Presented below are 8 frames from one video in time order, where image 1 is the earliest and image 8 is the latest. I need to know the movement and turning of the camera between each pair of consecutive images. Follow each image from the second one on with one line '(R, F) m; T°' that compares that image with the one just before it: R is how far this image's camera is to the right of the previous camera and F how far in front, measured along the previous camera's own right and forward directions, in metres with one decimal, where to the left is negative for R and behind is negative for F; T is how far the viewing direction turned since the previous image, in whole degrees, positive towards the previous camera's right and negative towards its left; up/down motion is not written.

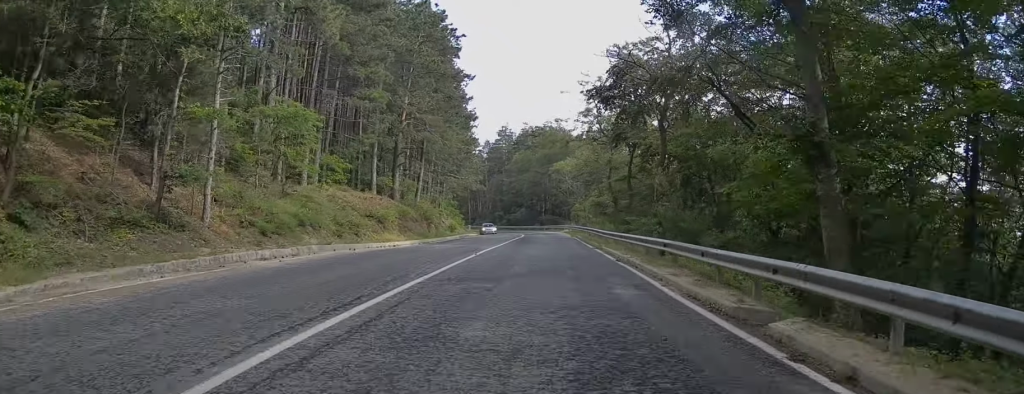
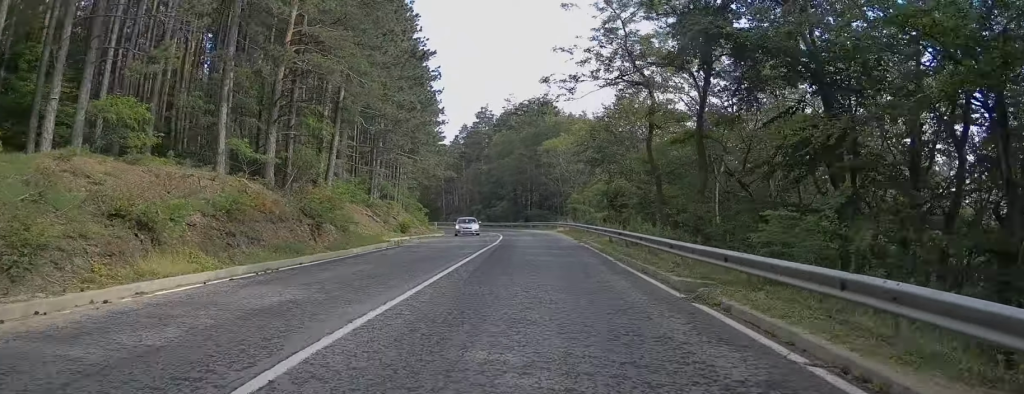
(+0.5, +18.0) m; +1°
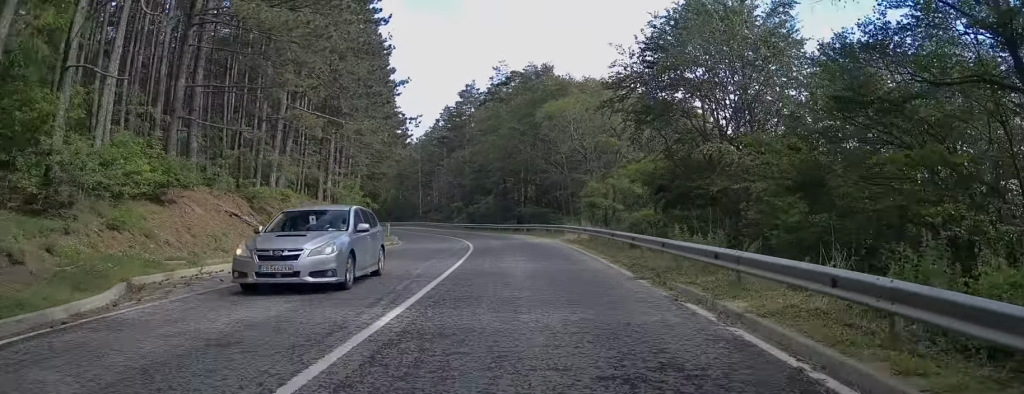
(-0.2, +20.6) m; -1°
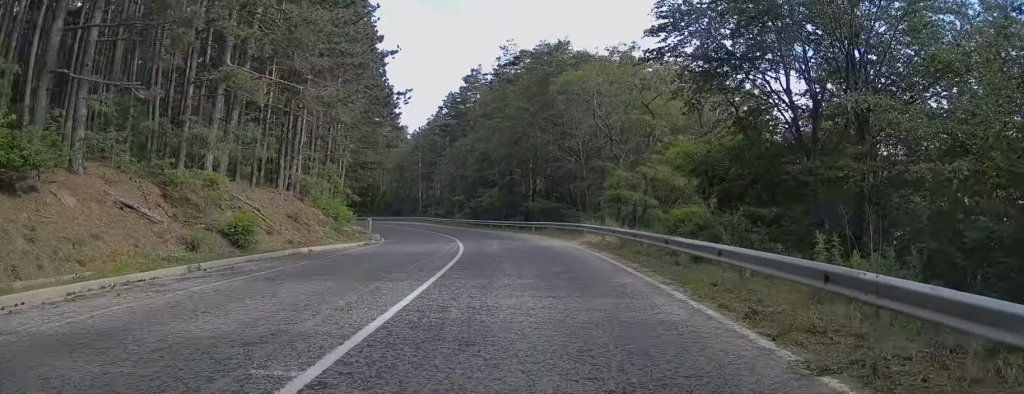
(+0.1, +7.8) m; -1°
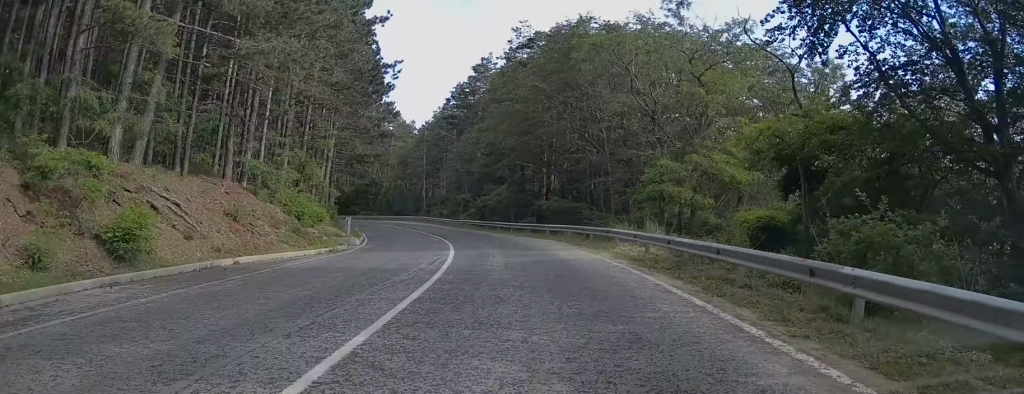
(0.0, +7.2) m; -1°
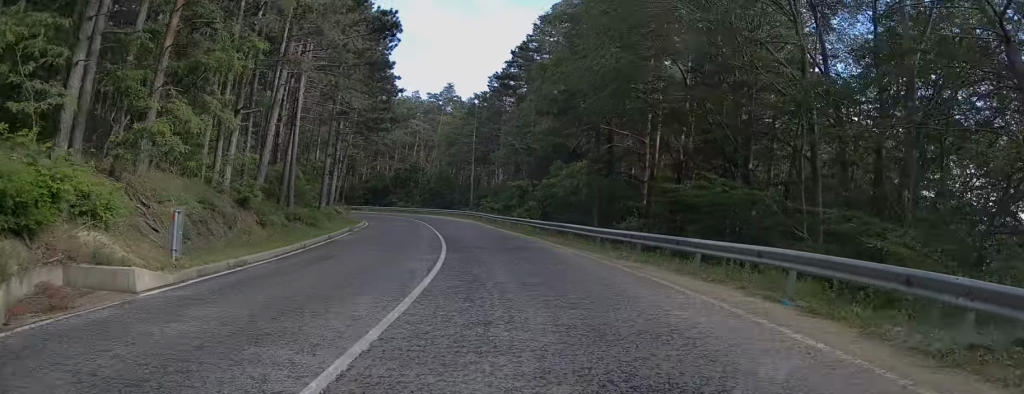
(-1.1, +20.9) m; -6°
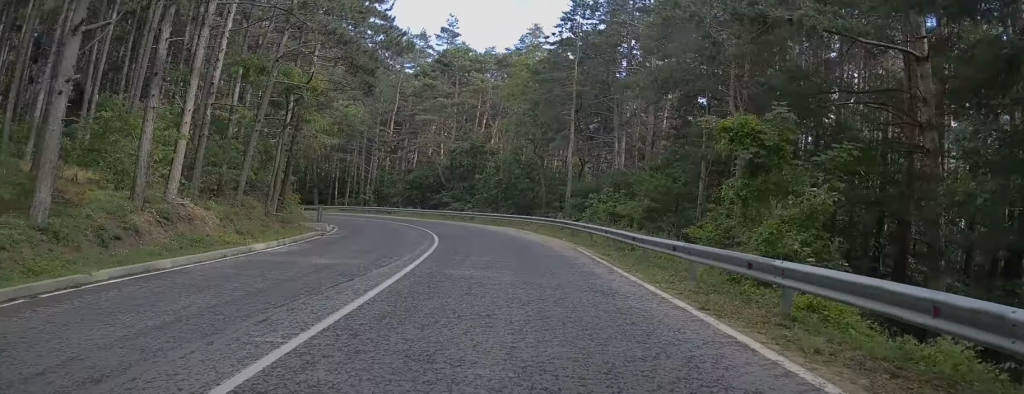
(-3.0, +33.4) m; -9°
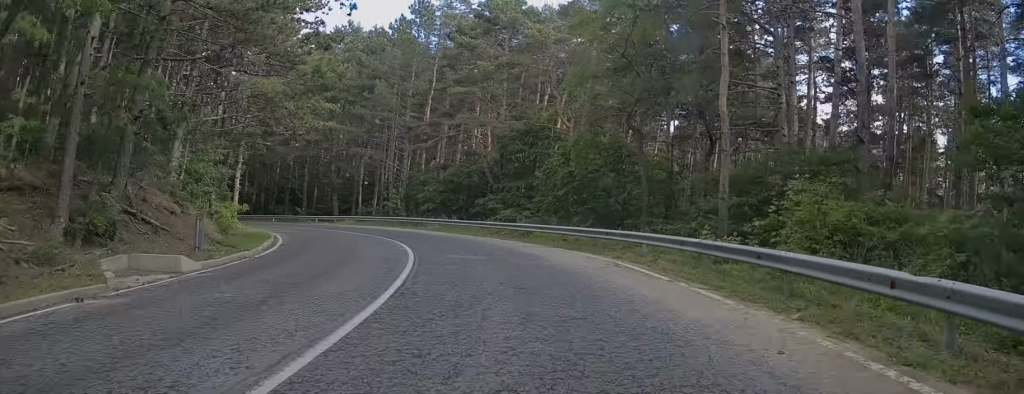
(-0.6, +17.8) m; -5°
